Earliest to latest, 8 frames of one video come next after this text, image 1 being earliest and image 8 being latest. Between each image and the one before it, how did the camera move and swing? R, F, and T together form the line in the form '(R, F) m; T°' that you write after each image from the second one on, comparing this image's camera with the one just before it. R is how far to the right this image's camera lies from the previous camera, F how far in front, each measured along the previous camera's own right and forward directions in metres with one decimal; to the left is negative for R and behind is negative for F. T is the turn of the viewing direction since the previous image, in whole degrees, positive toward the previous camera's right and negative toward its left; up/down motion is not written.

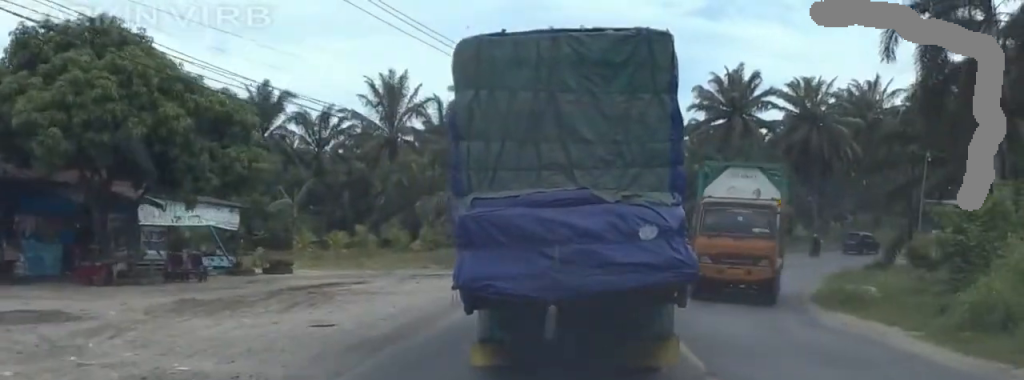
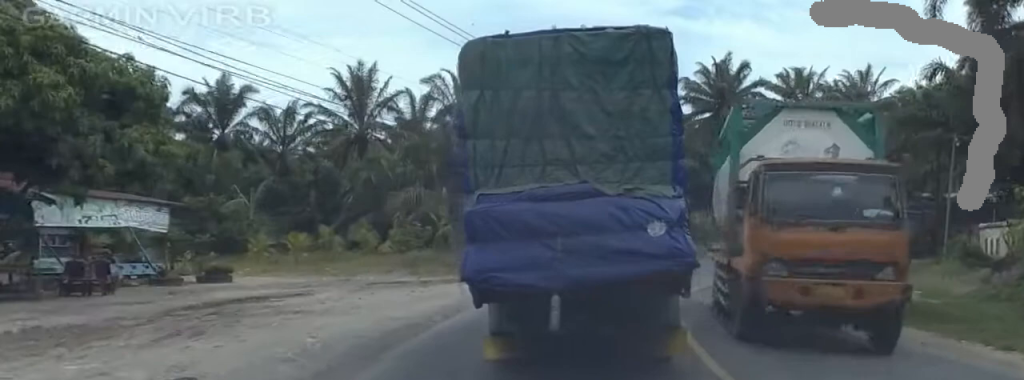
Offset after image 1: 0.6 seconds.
(0.0, +5.3) m; +3°
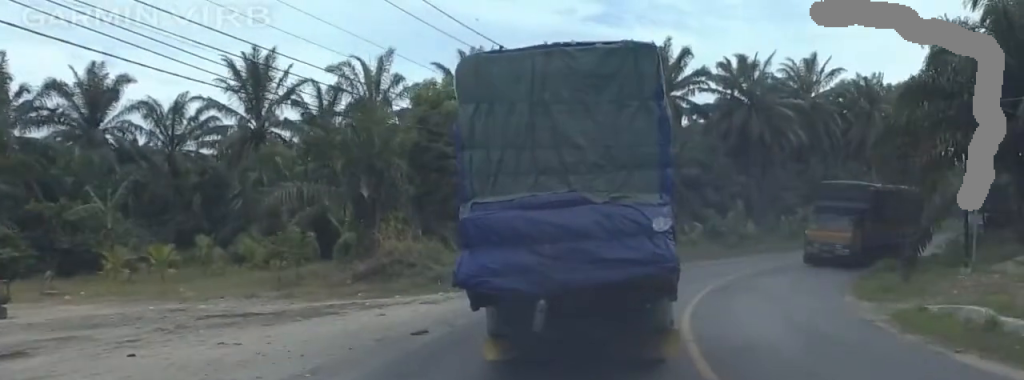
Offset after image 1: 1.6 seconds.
(+0.7, +9.6) m; +1°
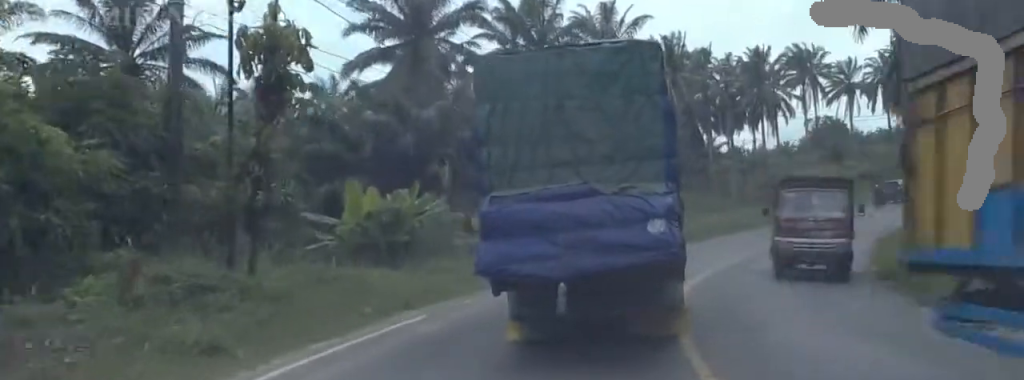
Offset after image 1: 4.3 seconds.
(+3.2, +25.3) m; +8°
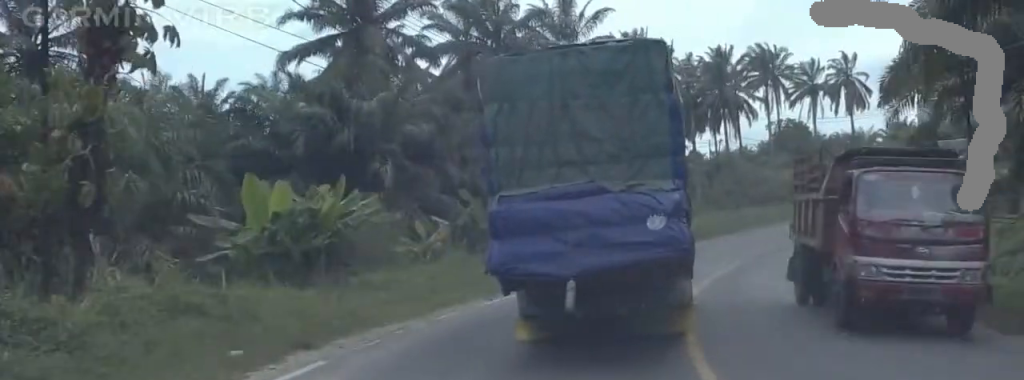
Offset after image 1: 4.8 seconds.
(-0.1, +4.6) m; +1°
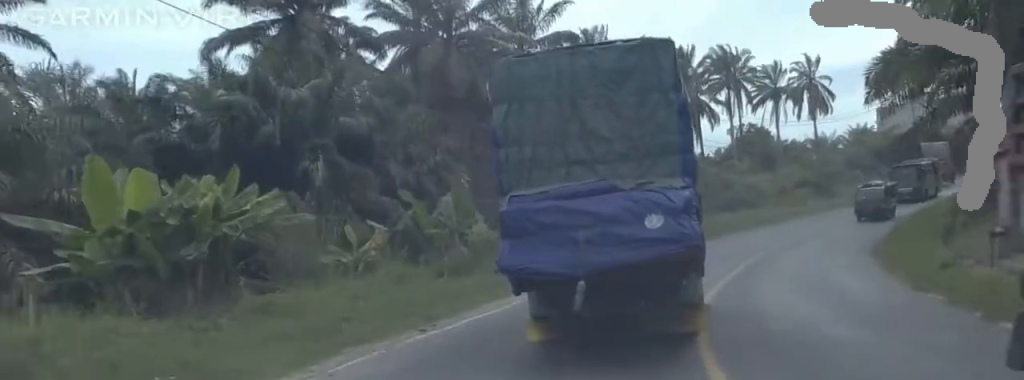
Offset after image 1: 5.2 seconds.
(-0.1, +4.6) m; +3°
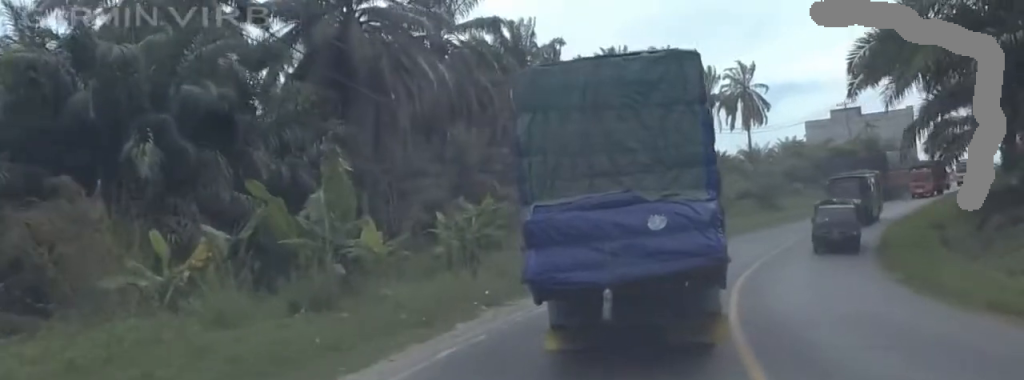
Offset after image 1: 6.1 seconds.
(+0.6, +8.1) m; +6°
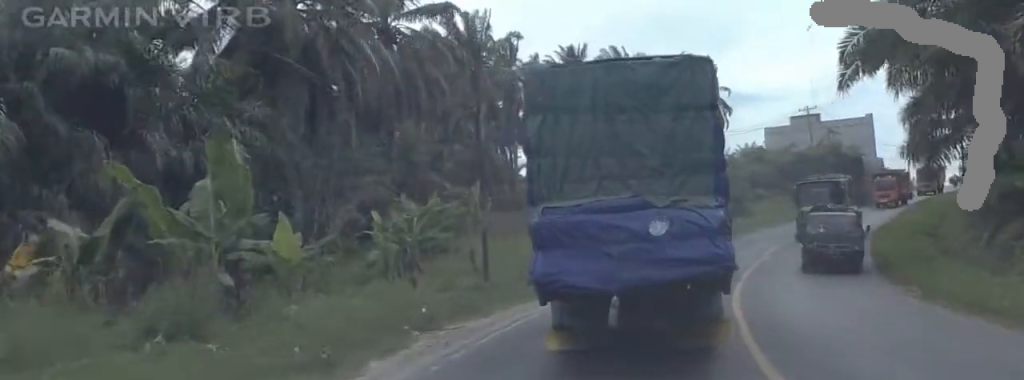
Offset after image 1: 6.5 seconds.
(+0.1, +4.3) m; +3°
